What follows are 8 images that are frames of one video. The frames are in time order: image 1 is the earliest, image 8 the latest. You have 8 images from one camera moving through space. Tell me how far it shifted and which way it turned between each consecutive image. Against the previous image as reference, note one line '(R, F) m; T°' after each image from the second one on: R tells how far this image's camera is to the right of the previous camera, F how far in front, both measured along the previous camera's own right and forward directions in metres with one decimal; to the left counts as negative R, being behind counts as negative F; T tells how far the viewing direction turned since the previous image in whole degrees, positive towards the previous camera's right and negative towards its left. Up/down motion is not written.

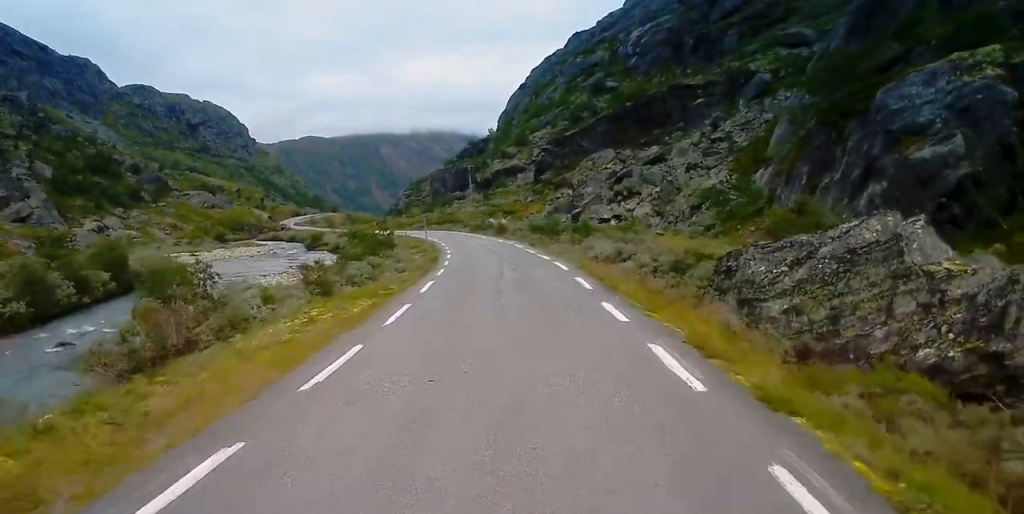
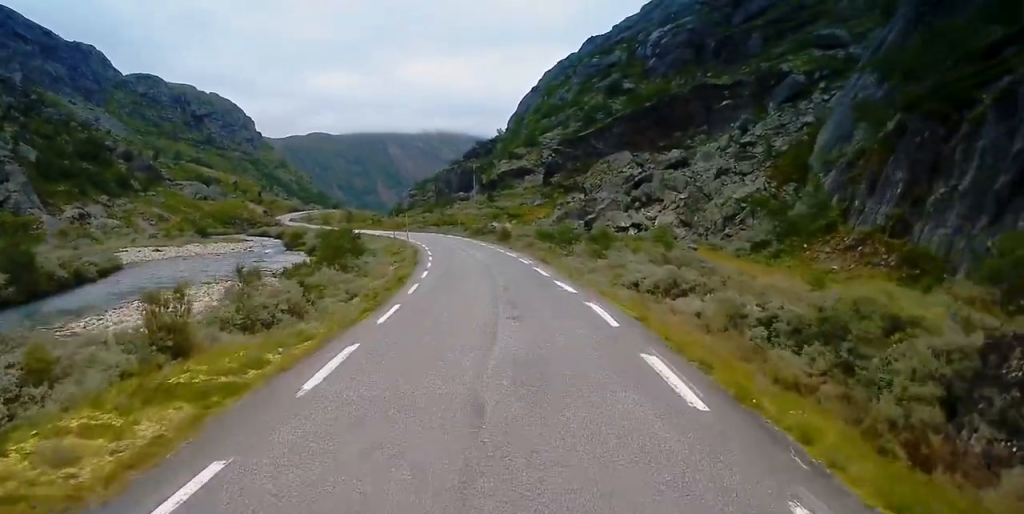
(+0.1, +13.2) m; 0°
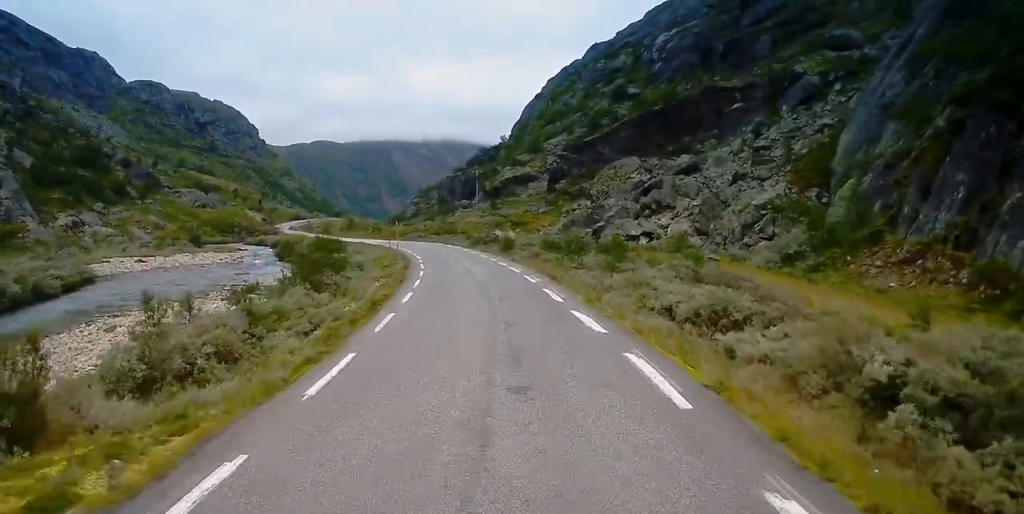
(+0.1, +5.9) m; -1°
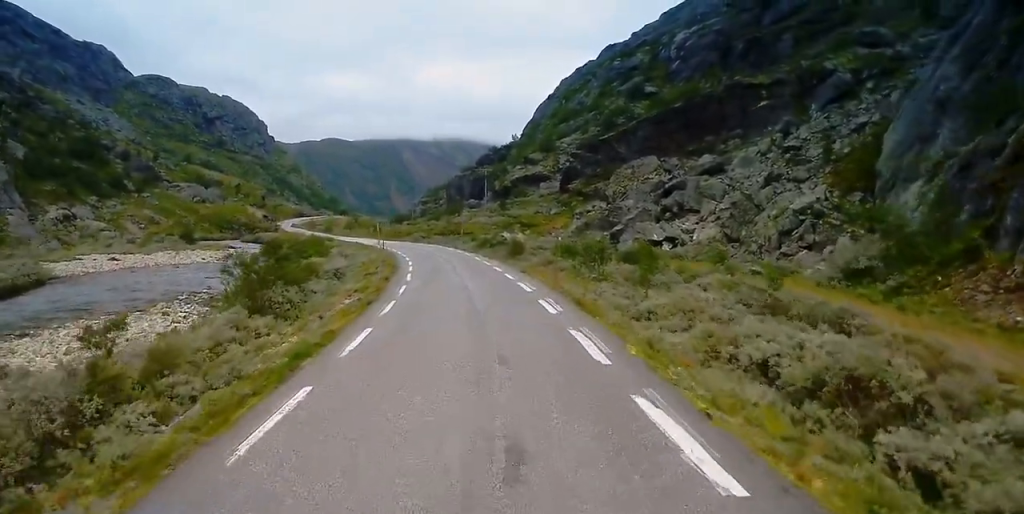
(-0.2, +8.6) m; -2°
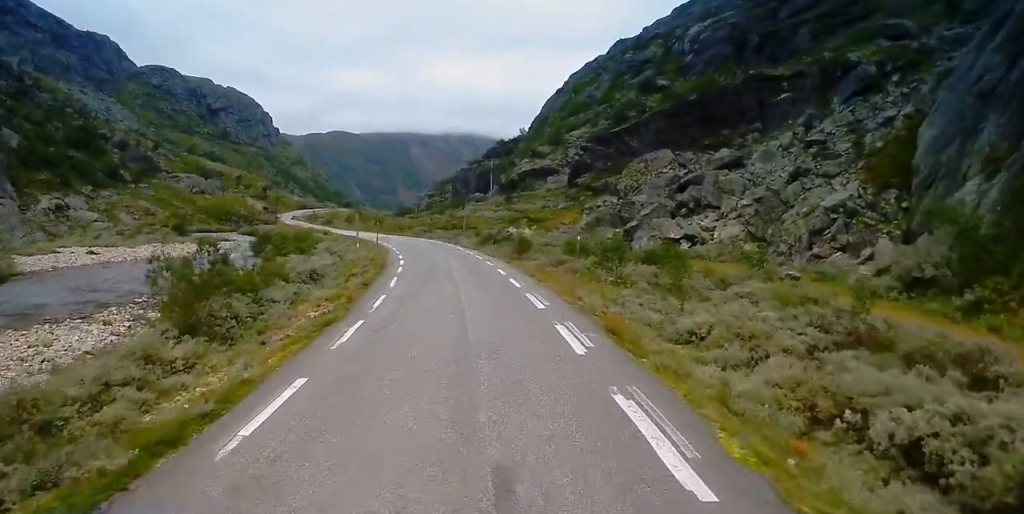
(0.0, +6.0) m; -2°
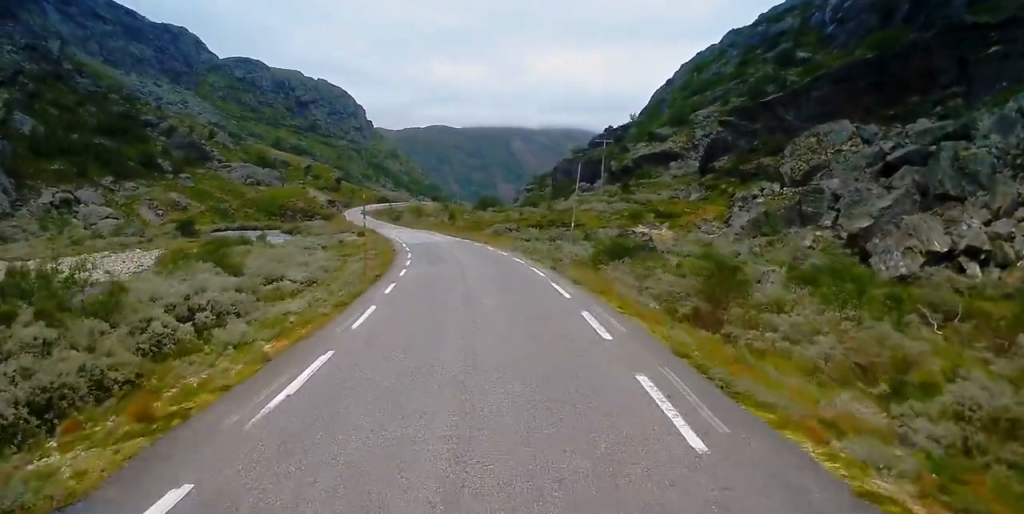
(-2.3, +36.5) m; -8°
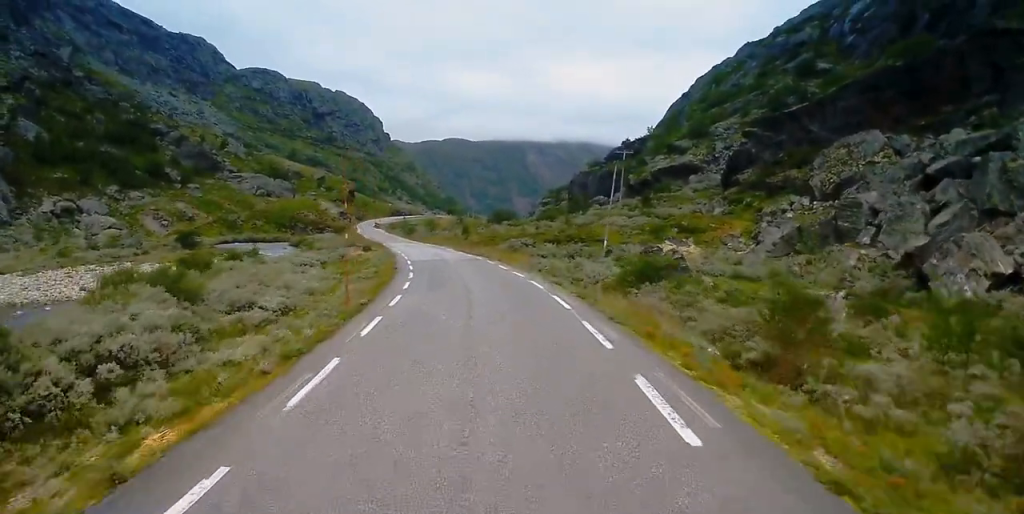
(0.0, +5.5) m; -2°
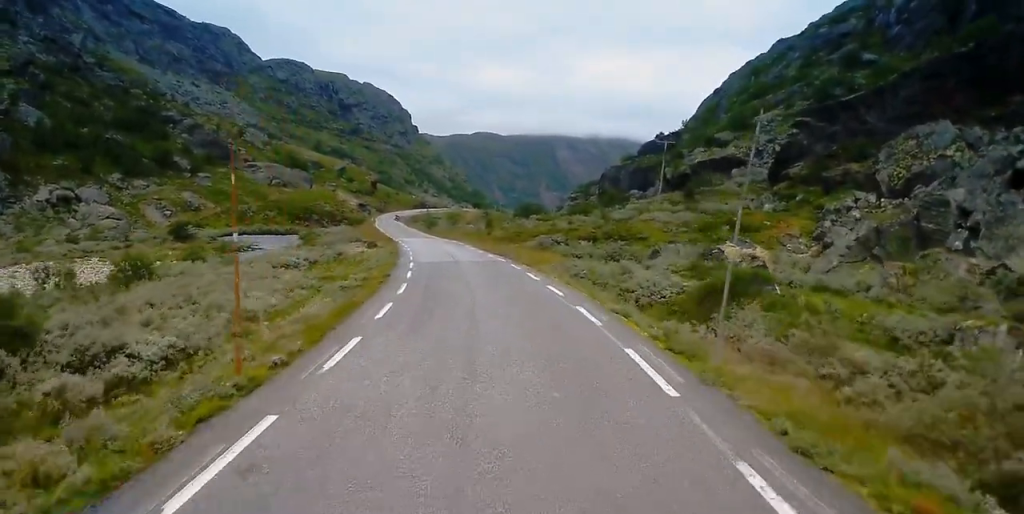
(-0.5, +10.6) m; -4°
